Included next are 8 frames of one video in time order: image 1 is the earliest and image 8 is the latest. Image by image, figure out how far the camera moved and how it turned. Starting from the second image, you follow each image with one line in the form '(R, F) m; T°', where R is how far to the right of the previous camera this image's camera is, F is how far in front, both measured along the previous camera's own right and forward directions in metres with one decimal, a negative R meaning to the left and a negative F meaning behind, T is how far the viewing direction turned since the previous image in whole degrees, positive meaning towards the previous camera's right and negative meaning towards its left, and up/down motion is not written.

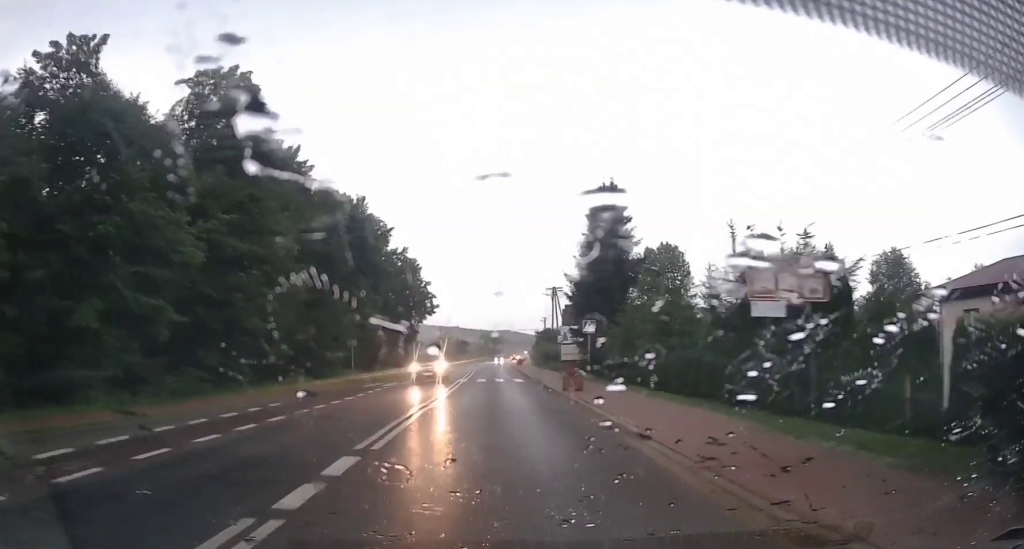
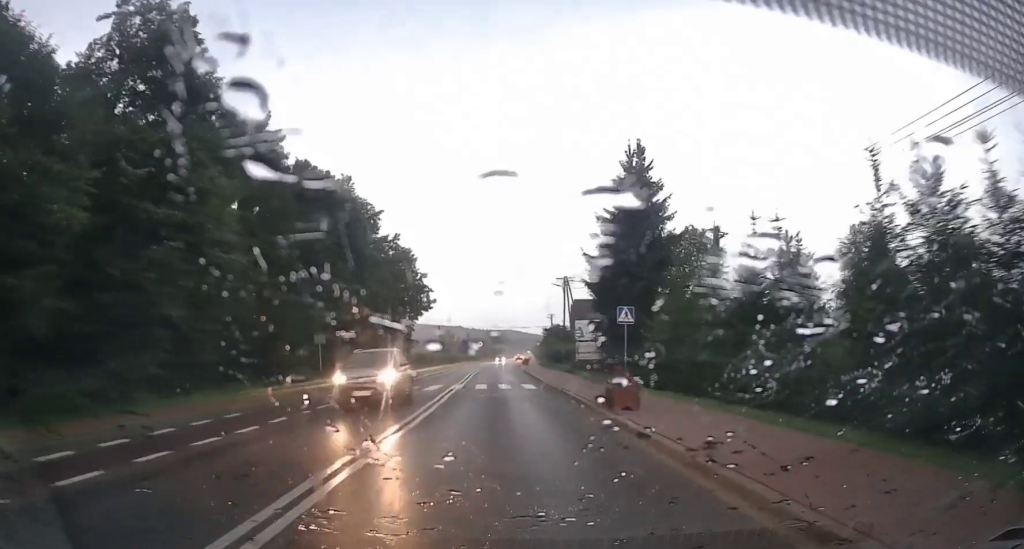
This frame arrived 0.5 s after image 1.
(0.0, +7.4) m; 0°
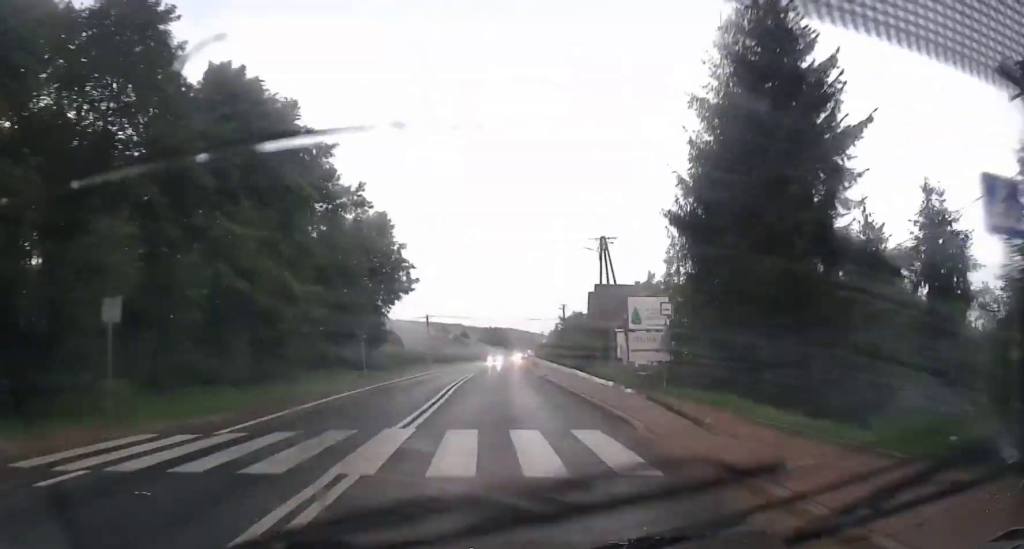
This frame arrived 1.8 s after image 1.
(-0.2, +18.1) m; -1°
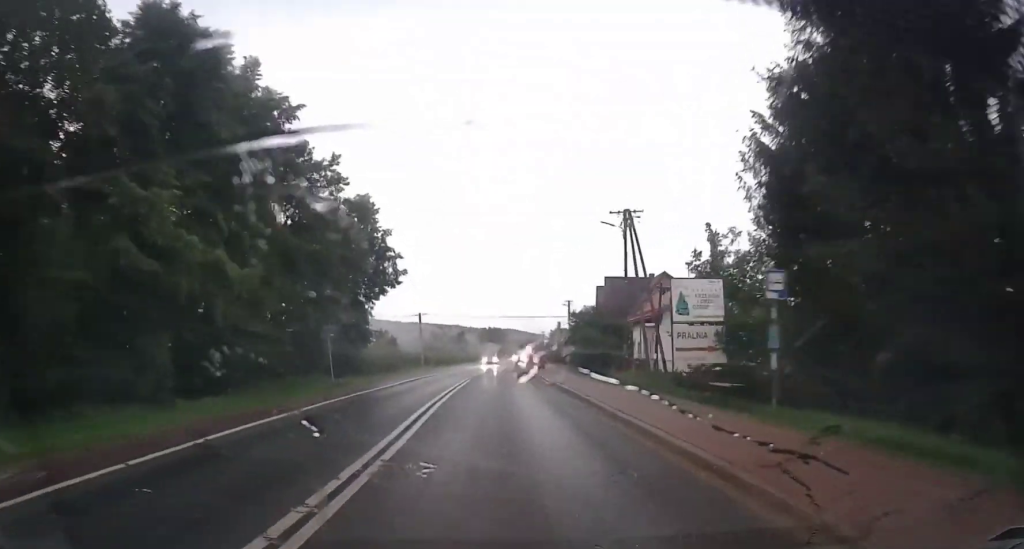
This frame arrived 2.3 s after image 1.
(-0.1, +7.0) m; 0°
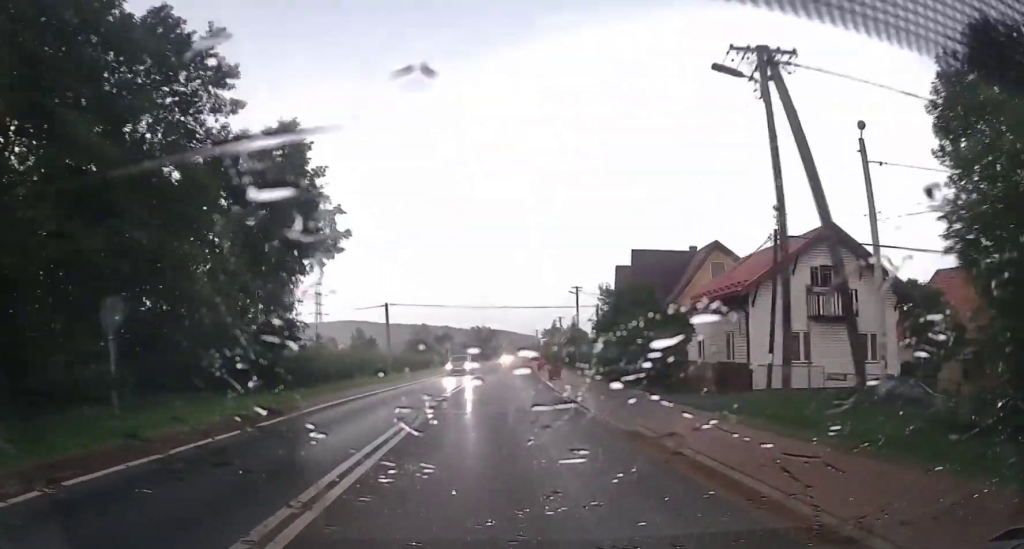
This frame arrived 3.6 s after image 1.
(+0.2, +17.9) m; +1°
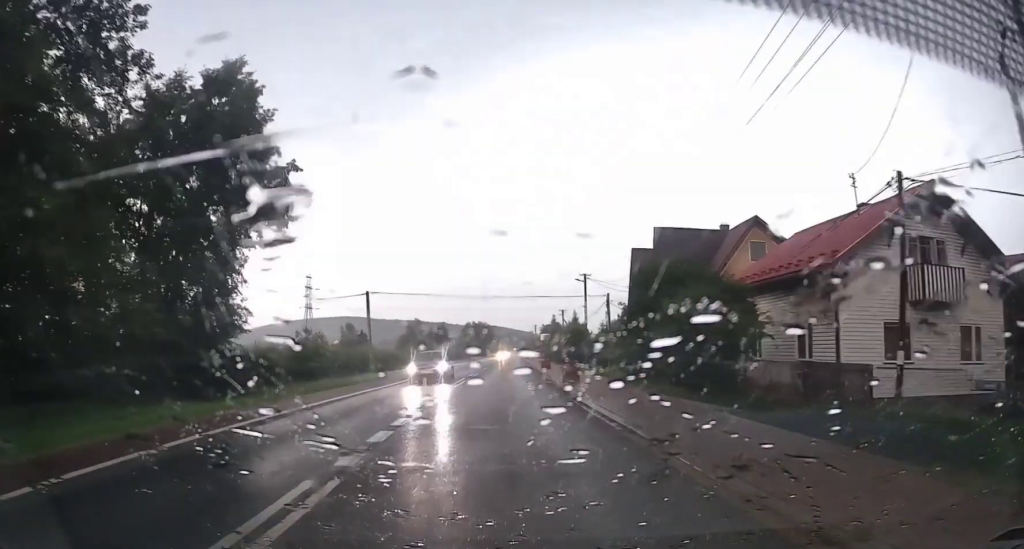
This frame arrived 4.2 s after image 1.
(-0.1, +8.0) m; 0°
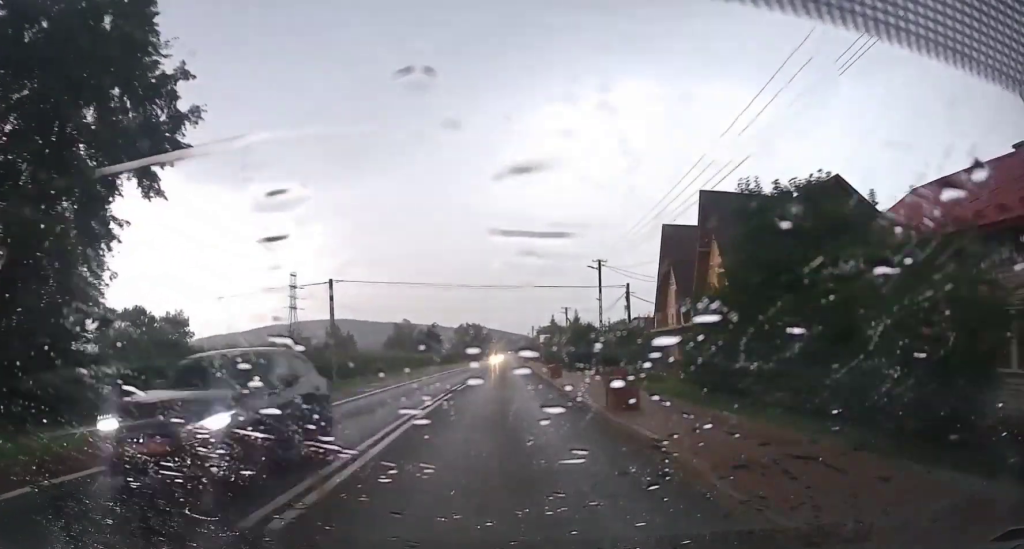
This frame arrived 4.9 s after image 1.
(+0.1, +10.4) m; 0°
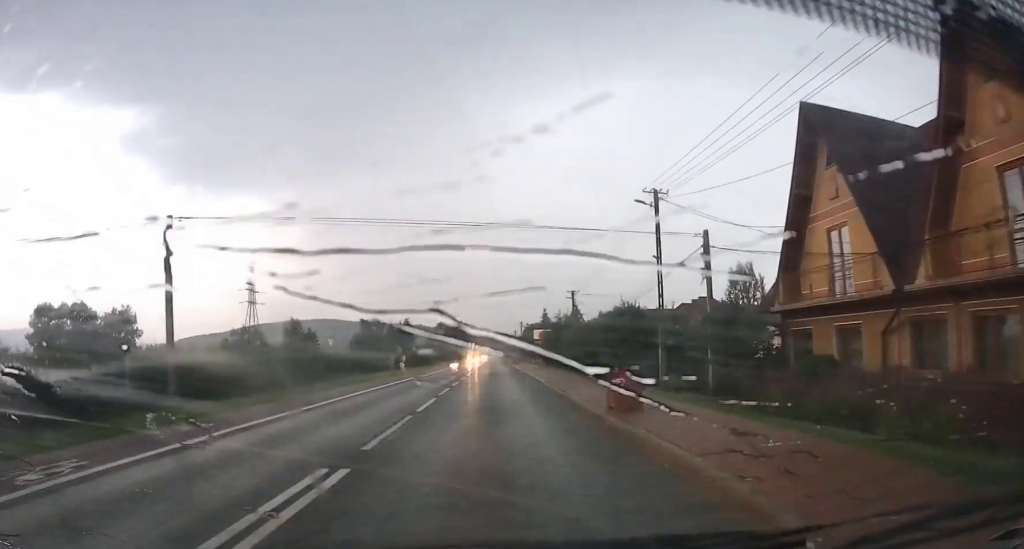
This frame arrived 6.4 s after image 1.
(0.0, +21.4) m; +2°
